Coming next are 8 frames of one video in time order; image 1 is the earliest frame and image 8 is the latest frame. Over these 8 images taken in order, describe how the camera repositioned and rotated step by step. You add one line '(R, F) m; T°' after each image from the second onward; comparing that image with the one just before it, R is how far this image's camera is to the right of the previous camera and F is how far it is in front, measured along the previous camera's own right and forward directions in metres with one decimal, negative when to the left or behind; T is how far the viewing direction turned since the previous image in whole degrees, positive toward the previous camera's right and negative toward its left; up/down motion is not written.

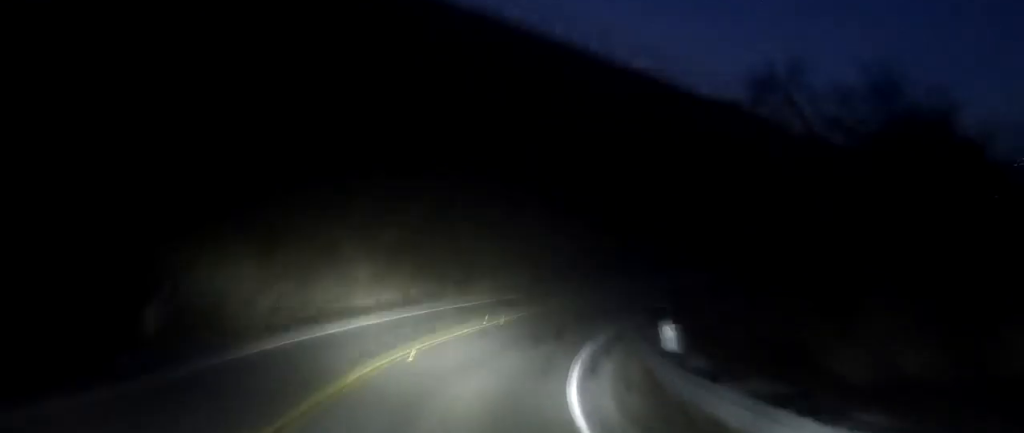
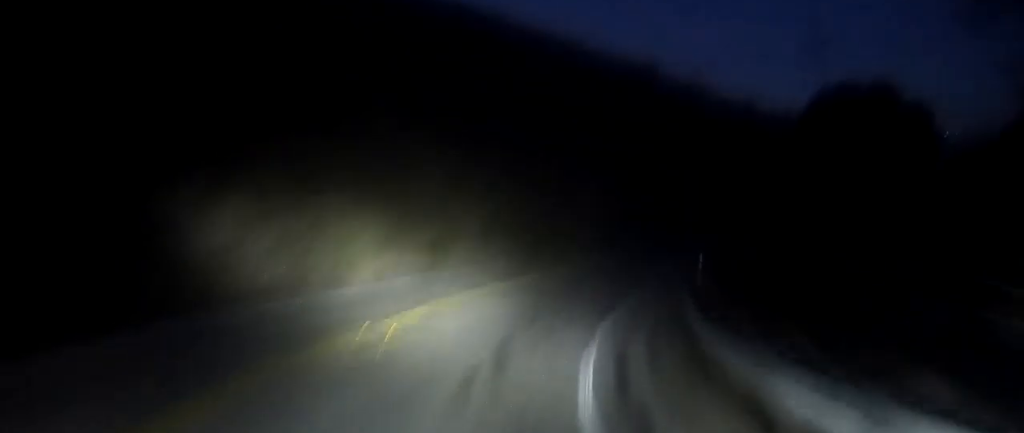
(+0.6, +9.1) m; +10°
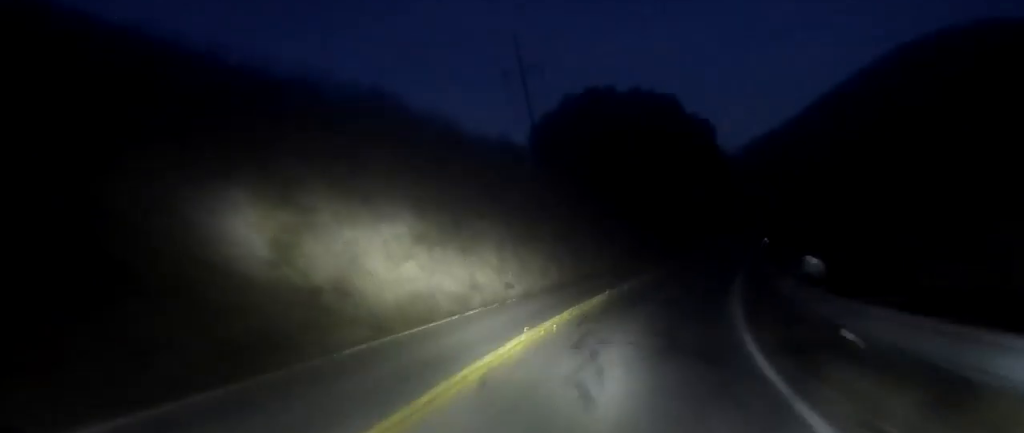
(+4.9, +18.8) m; +32°
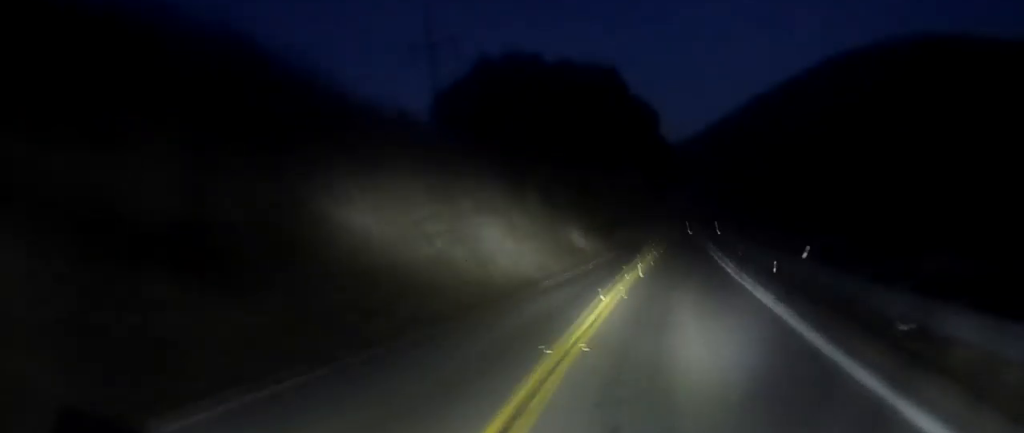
(+1.5, +9.2) m; +17°
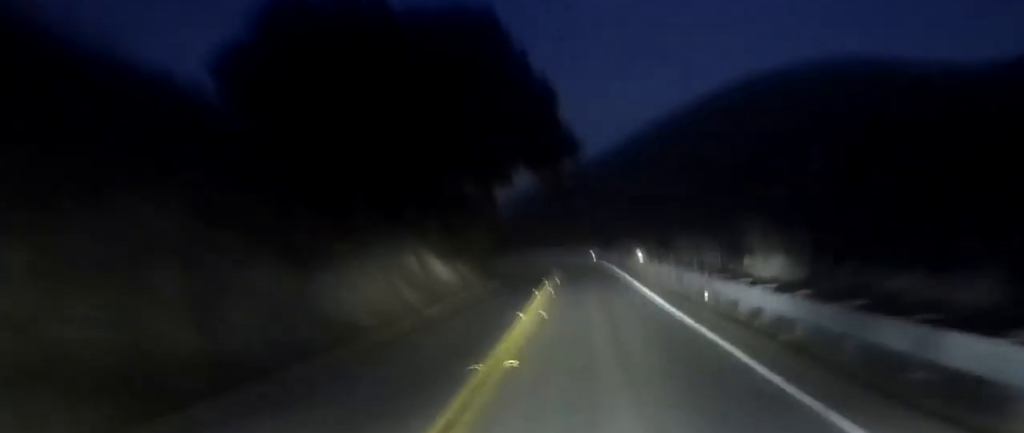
(+2.2, +13.4) m; +13°
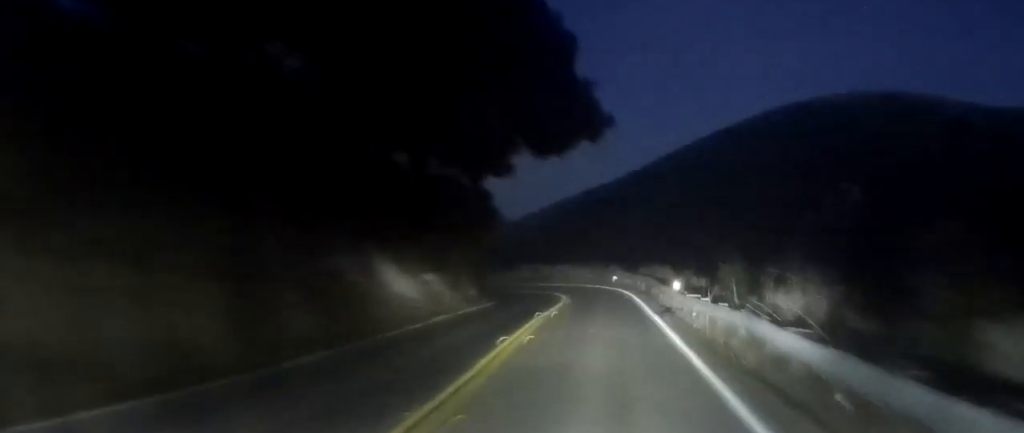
(+0.5, +10.0) m; +3°
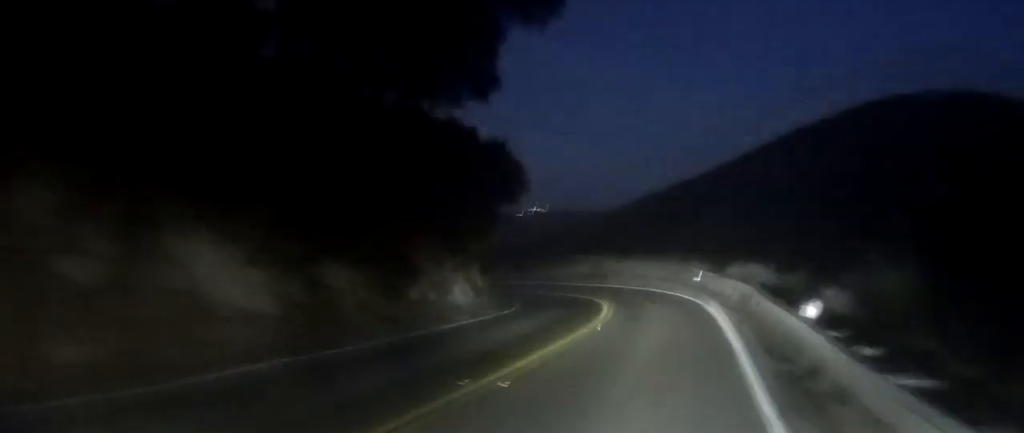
(+0.1, +14.1) m; -4°
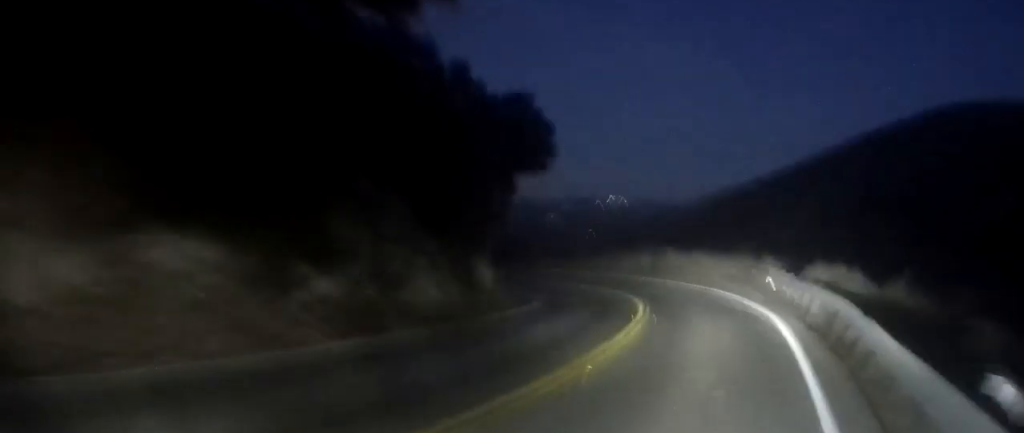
(-0.2, +7.5) m; -6°
